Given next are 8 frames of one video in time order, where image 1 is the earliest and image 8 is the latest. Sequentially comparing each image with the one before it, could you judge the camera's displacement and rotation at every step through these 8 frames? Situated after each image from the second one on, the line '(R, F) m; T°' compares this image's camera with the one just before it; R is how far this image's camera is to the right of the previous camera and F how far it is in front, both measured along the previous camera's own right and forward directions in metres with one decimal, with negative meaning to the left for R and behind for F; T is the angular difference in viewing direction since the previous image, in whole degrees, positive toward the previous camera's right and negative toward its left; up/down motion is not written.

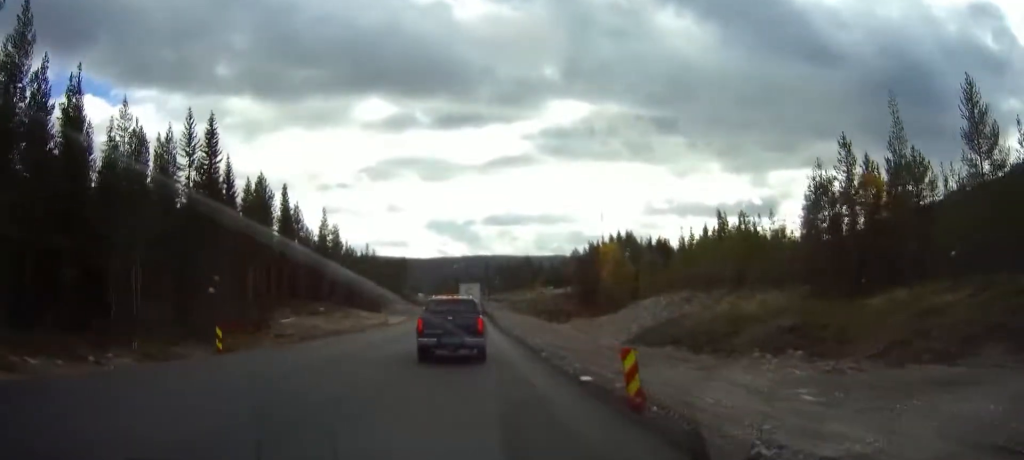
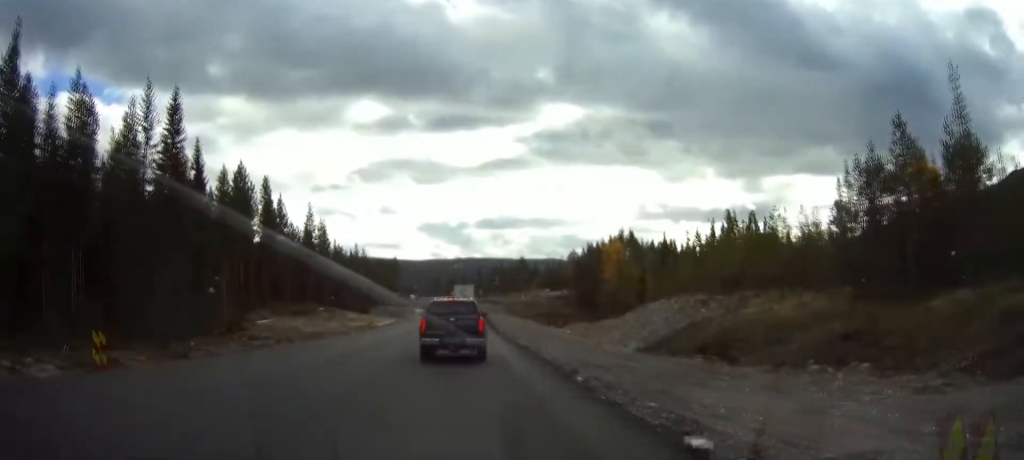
(+0.1, +7.8) m; +1°
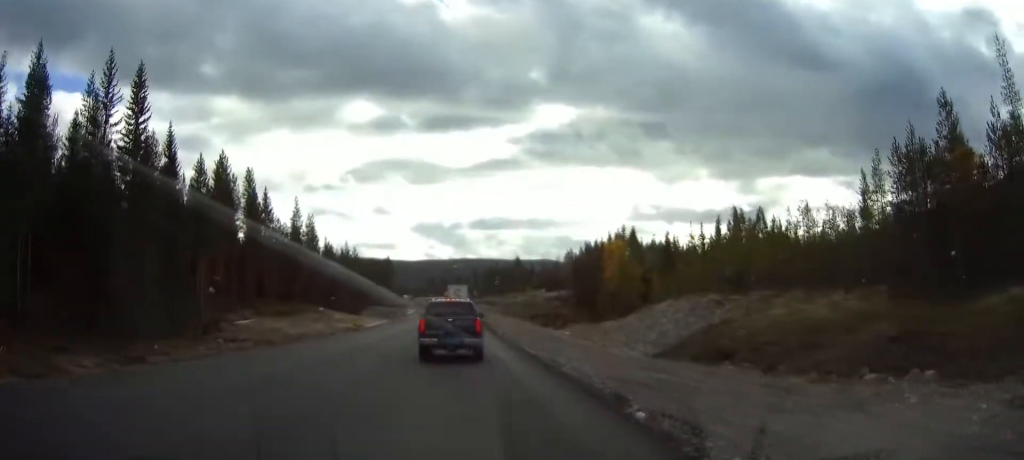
(+0.1, +5.7) m; +1°
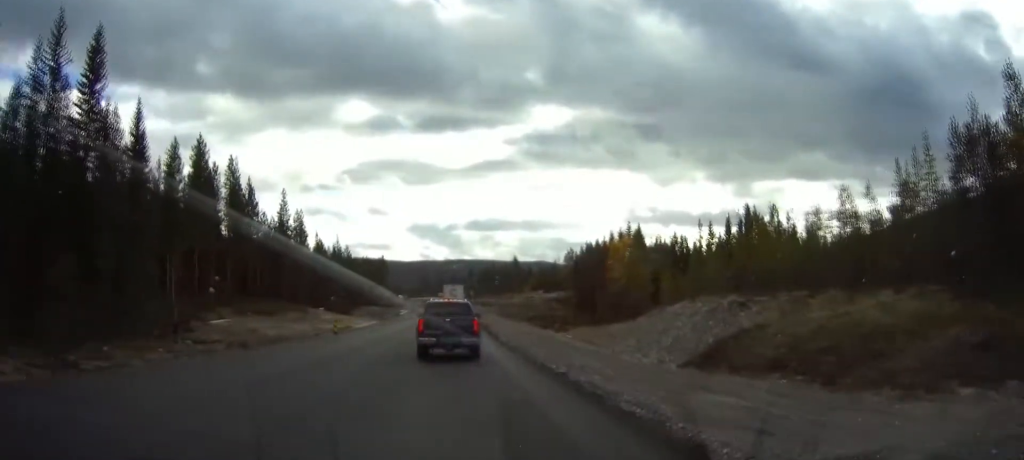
(0.0, +6.8) m; 0°
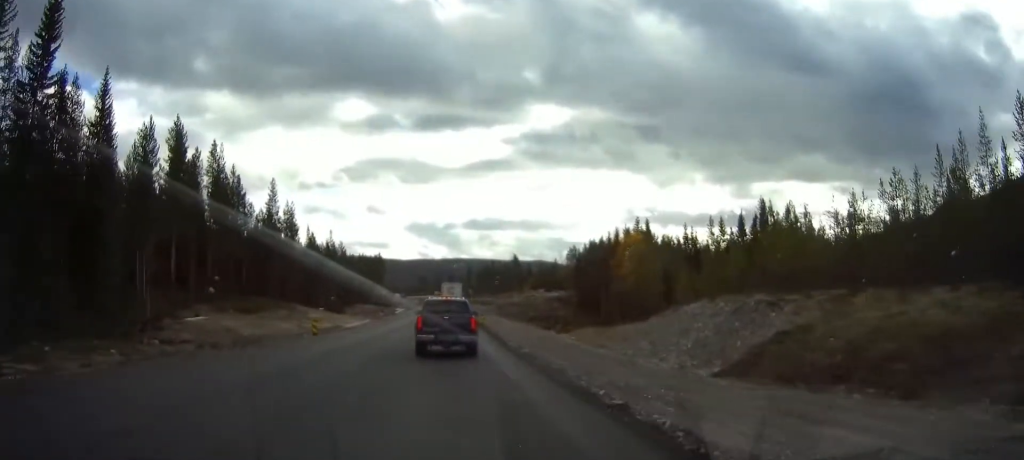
(+0.1, +6.6) m; 0°
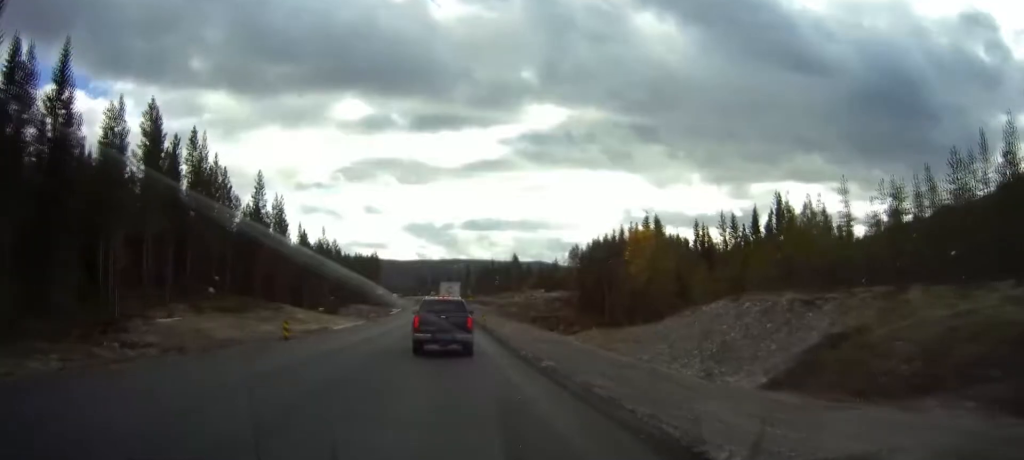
(0.0, +6.3) m; 0°
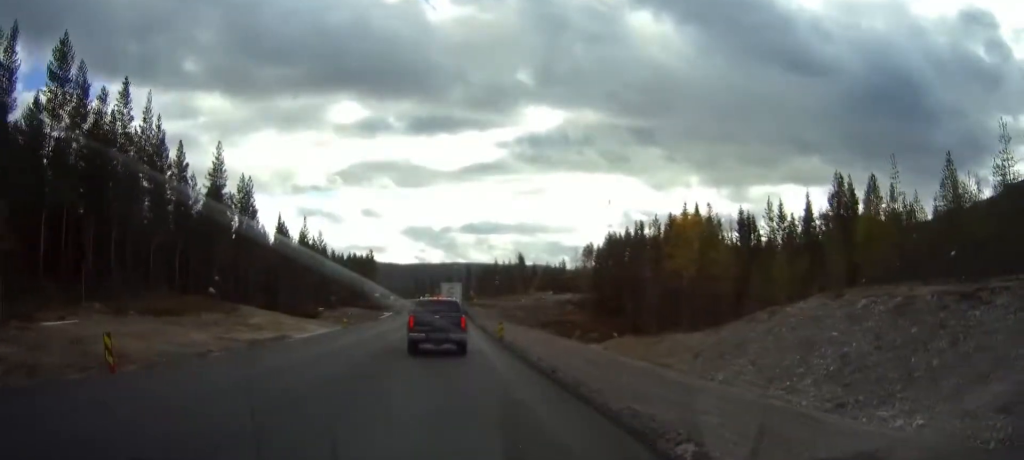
(+0.1, +18.0) m; 0°
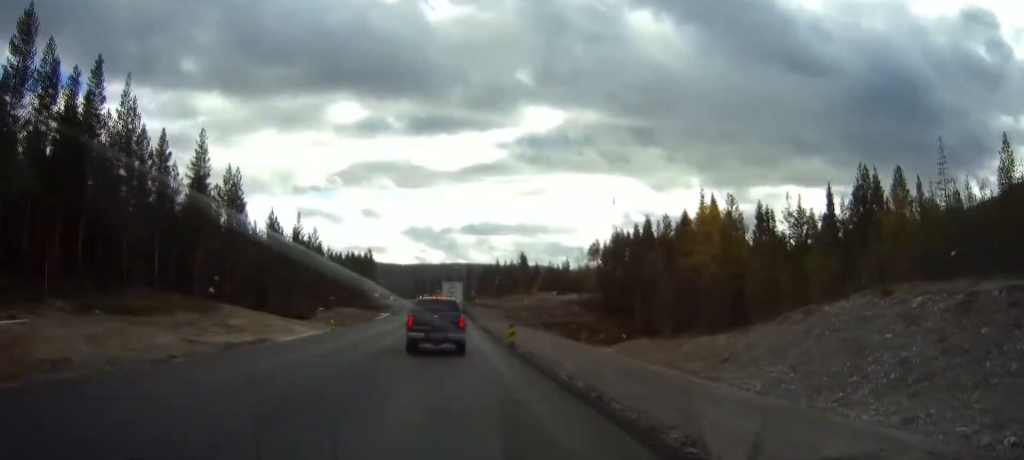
(0.0, +5.9) m; -1°
